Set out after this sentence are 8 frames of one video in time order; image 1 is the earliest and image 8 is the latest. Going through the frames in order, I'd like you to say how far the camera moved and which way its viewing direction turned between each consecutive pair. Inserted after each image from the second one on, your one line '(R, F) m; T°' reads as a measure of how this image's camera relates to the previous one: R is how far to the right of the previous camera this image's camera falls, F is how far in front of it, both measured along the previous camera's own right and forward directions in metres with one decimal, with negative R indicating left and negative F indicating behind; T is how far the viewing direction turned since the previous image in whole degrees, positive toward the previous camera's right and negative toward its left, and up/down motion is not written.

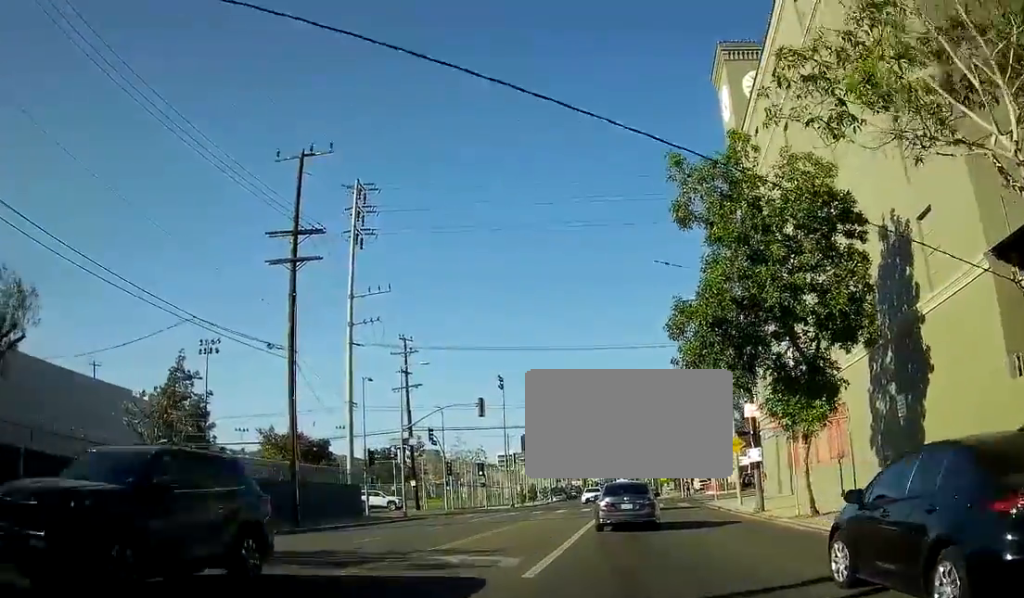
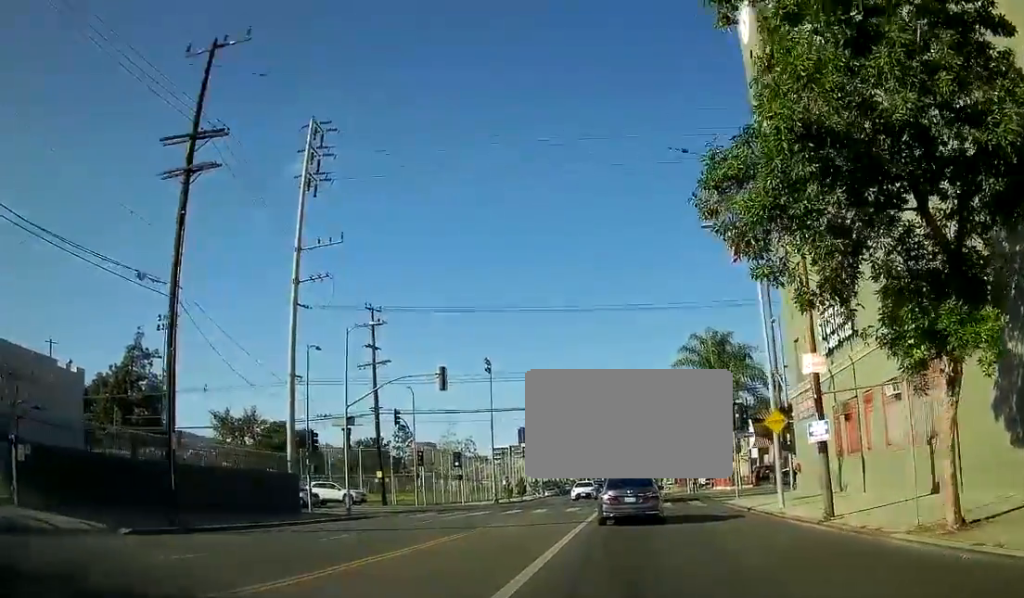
(0.0, +9.3) m; 0°
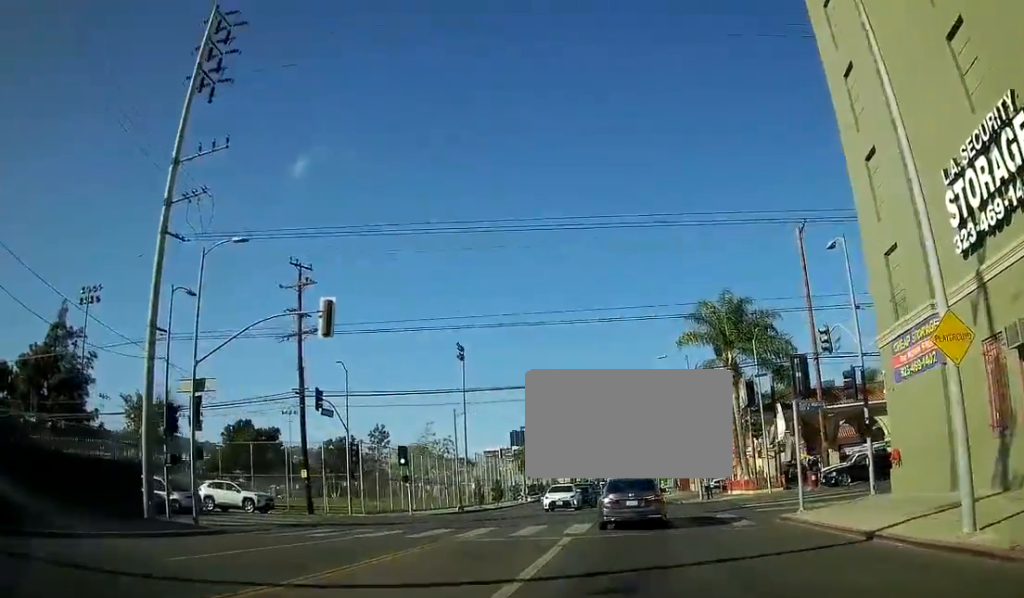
(+0.4, +14.0) m; +4°
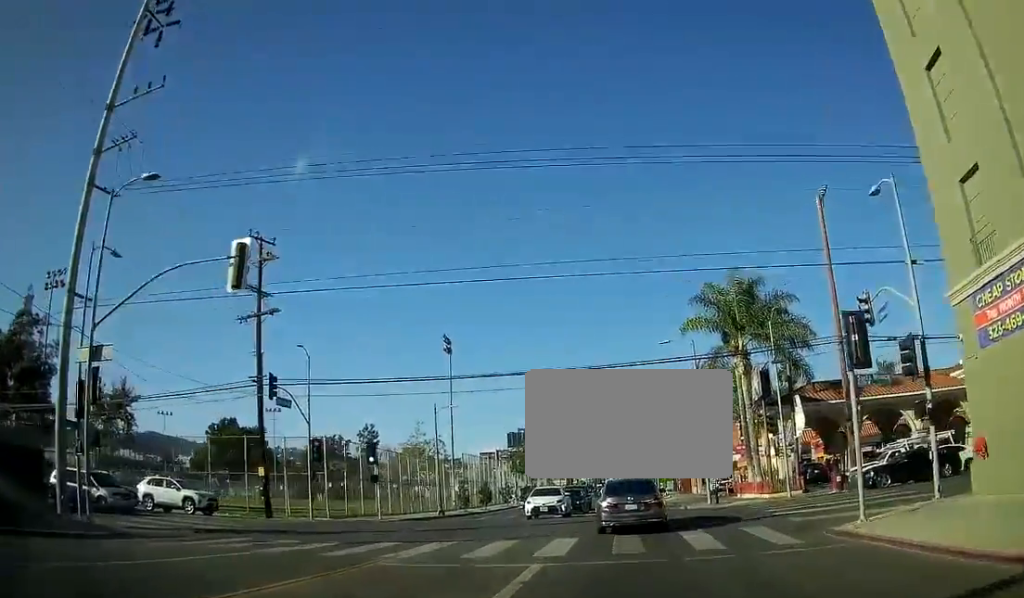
(+0.1, +5.8) m; +1°
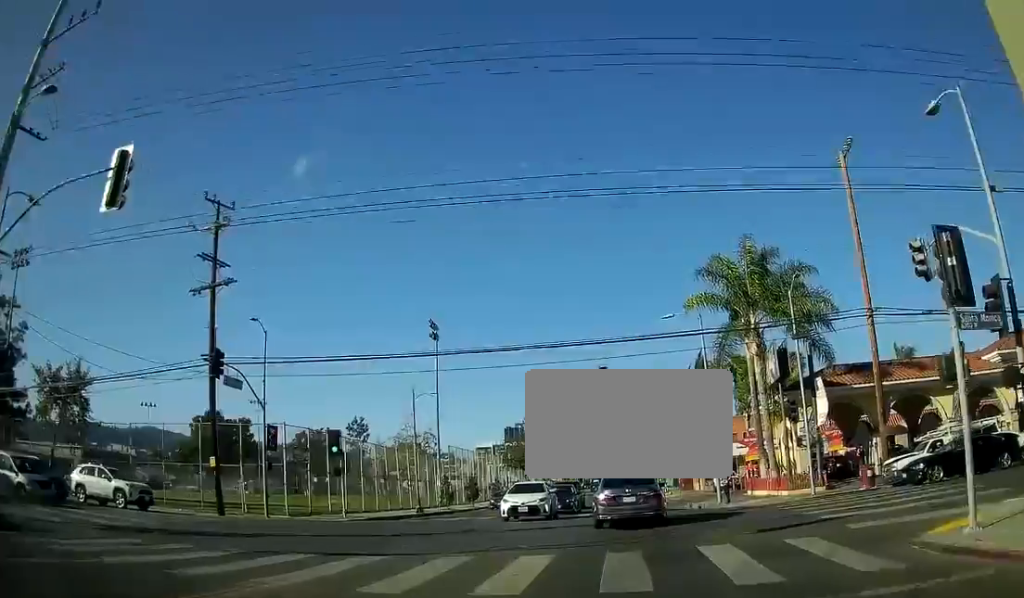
(0.0, +5.5) m; -2°
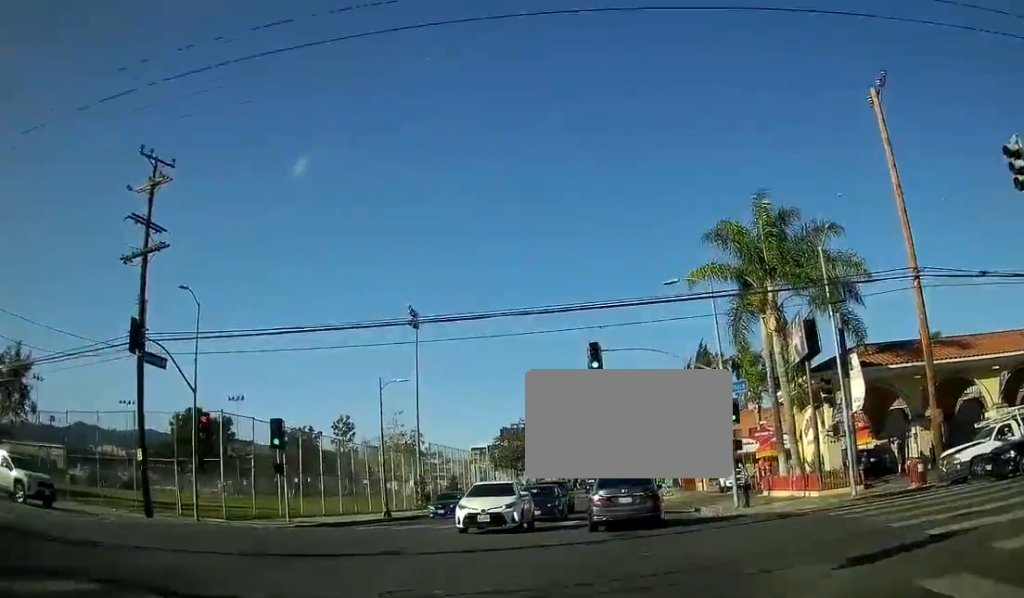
(-0.2, +6.3) m; -5°
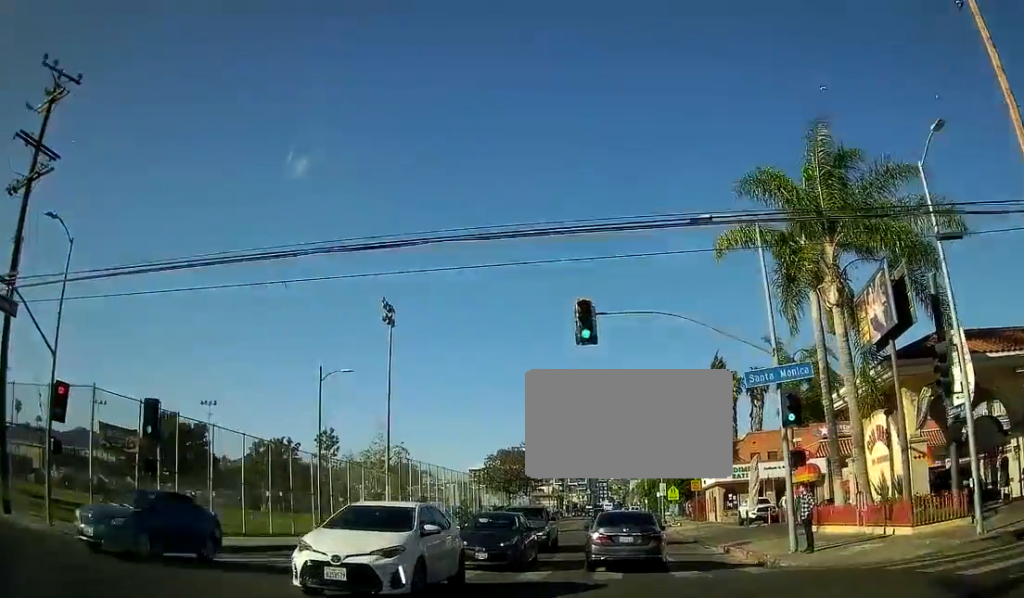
(-0.8, +10.0) m; -4°
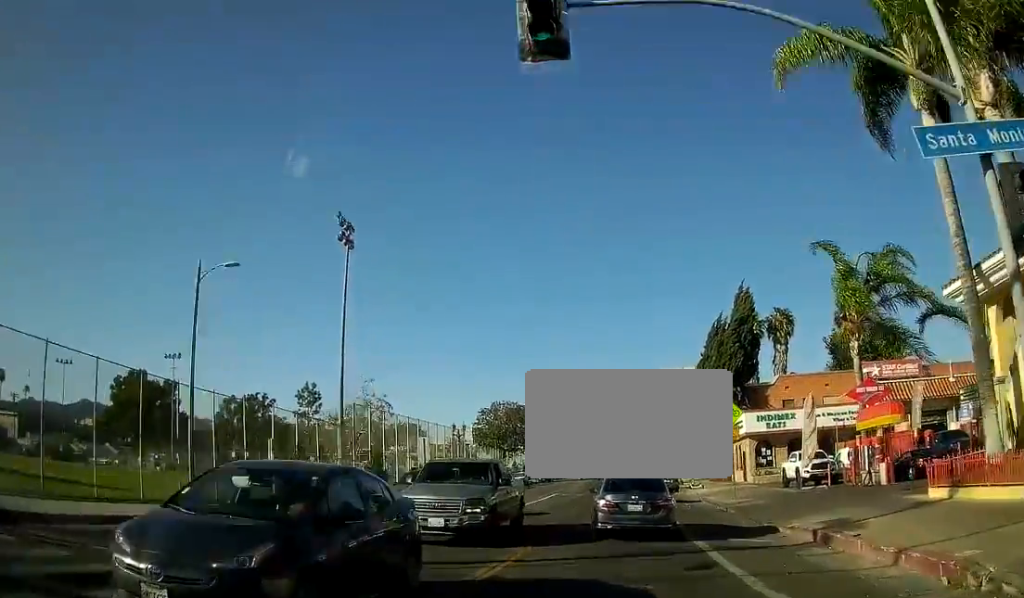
(+0.7, +12.3) m; +5°
